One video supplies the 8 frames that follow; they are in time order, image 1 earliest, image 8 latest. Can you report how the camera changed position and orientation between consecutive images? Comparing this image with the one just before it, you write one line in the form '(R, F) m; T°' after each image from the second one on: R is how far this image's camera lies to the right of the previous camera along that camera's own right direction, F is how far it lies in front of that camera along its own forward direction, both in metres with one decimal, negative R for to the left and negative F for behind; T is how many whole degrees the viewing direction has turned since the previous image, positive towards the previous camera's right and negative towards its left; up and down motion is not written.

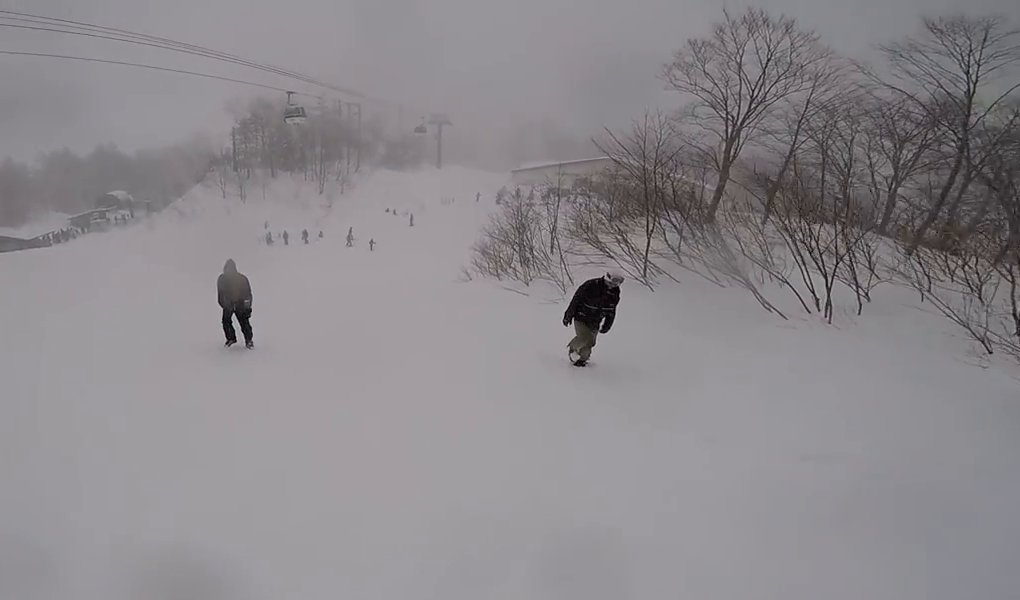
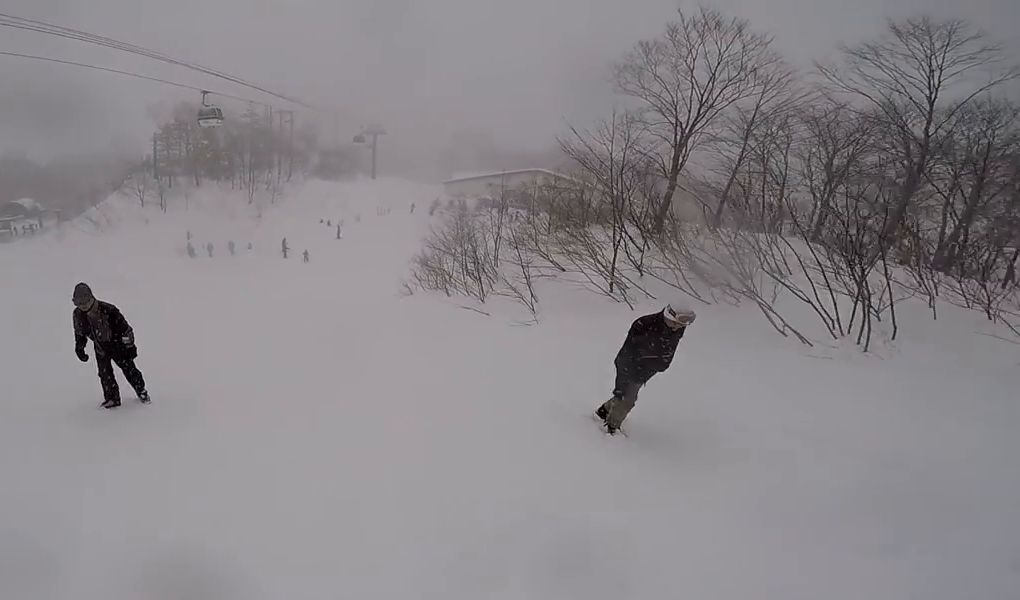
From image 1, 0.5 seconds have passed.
(-0.1, +2.6) m; +2°
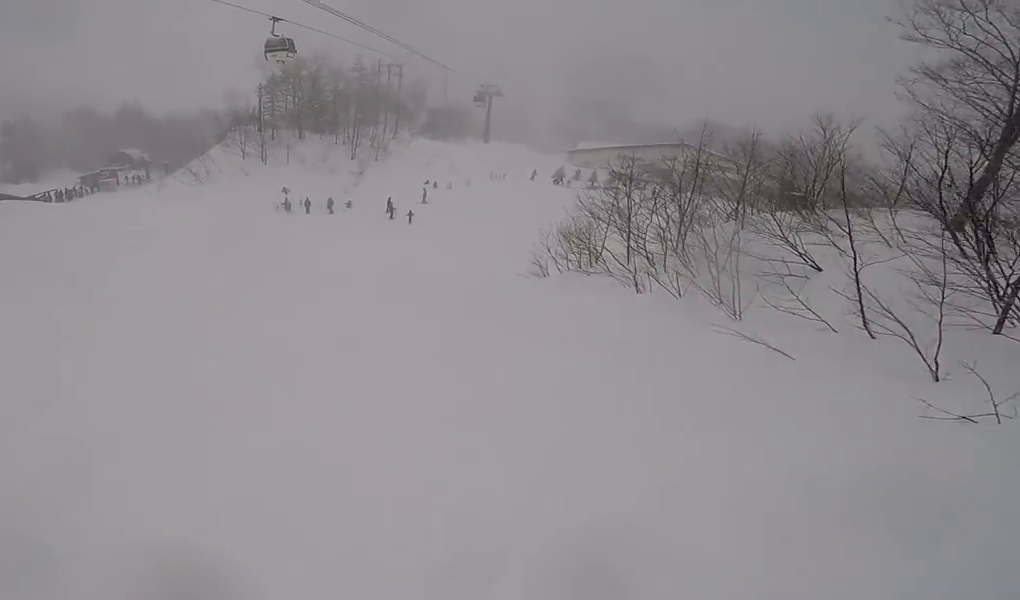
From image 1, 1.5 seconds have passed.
(+0.3, +6.6) m; +8°
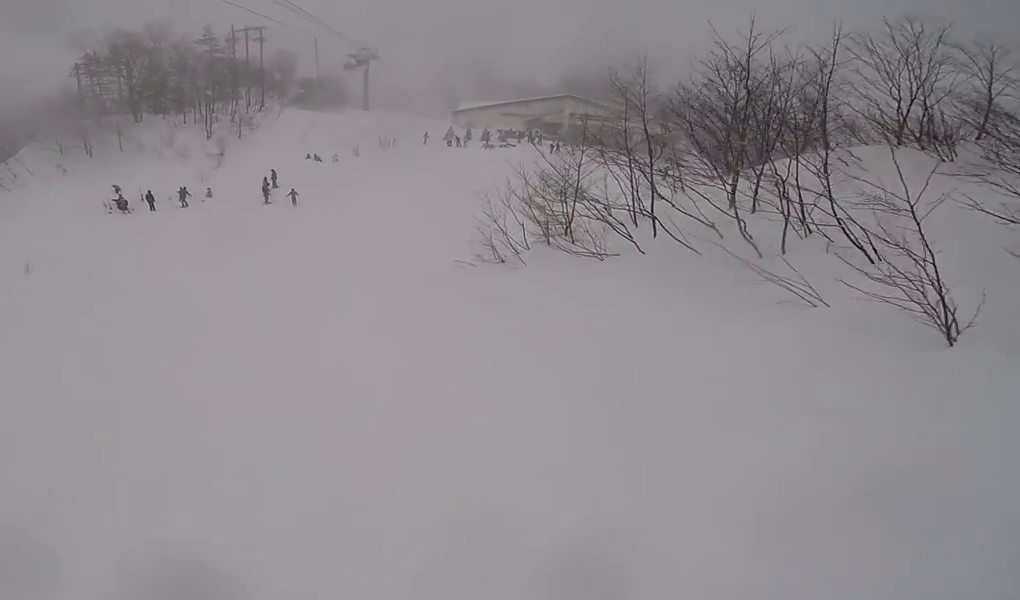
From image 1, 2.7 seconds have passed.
(+0.5, +9.8) m; -2°
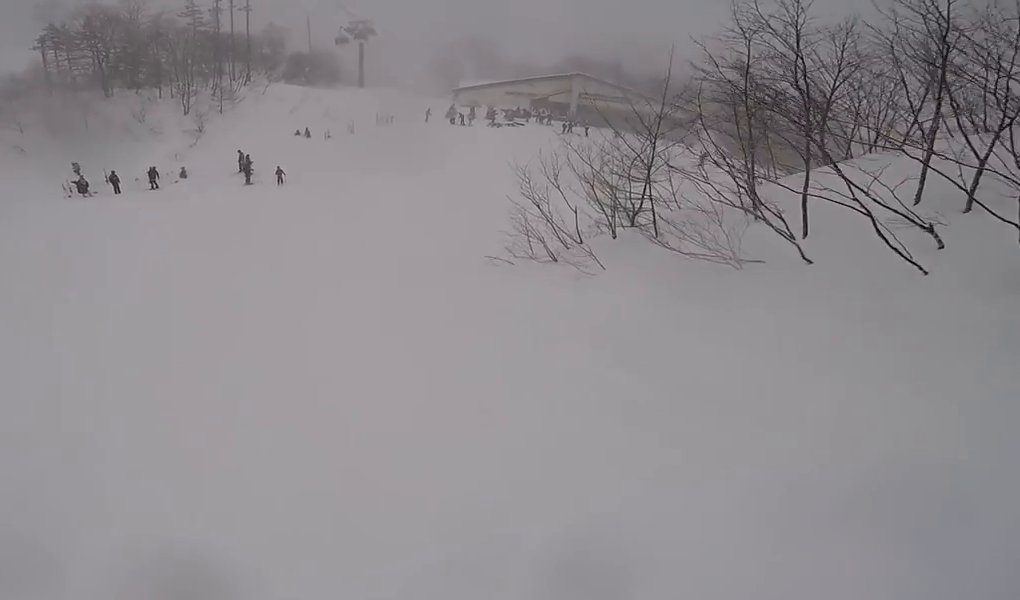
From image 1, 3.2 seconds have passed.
(-0.5, +4.4) m; +1°
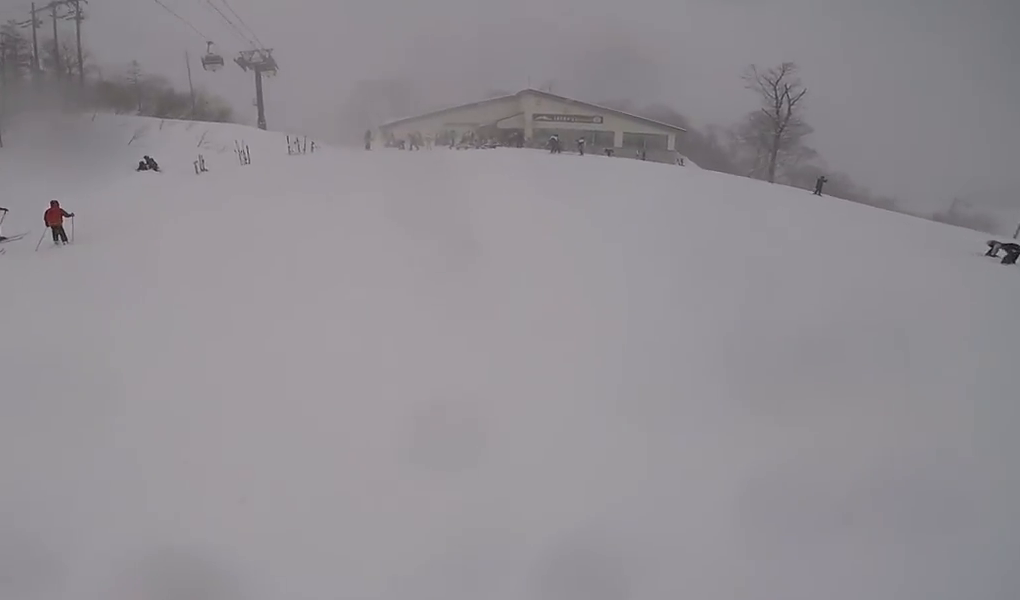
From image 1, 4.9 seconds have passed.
(+2.2, +16.1) m; +16°
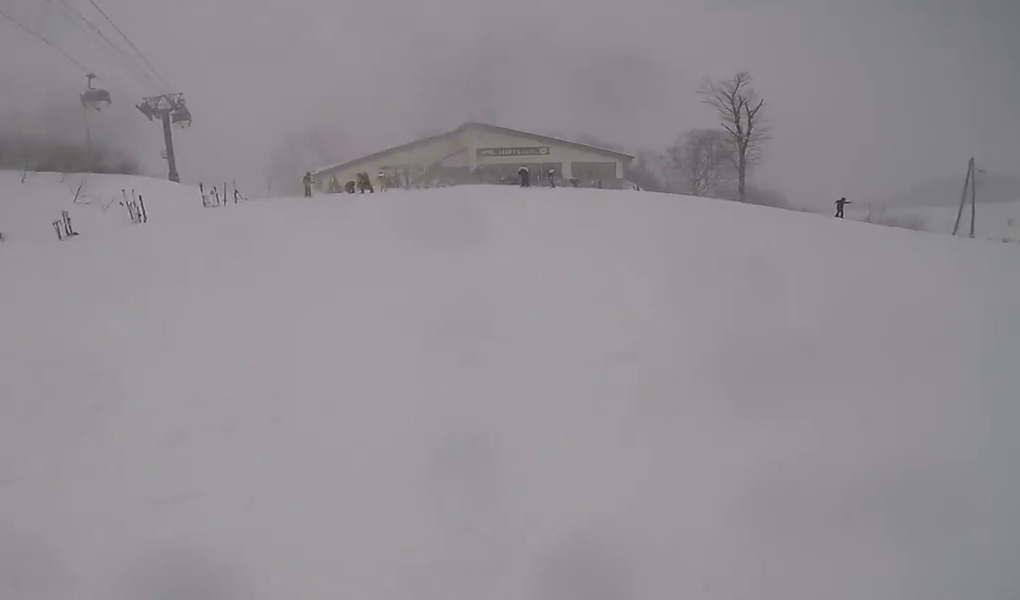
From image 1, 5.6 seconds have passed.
(+0.5, +6.1) m; +2°
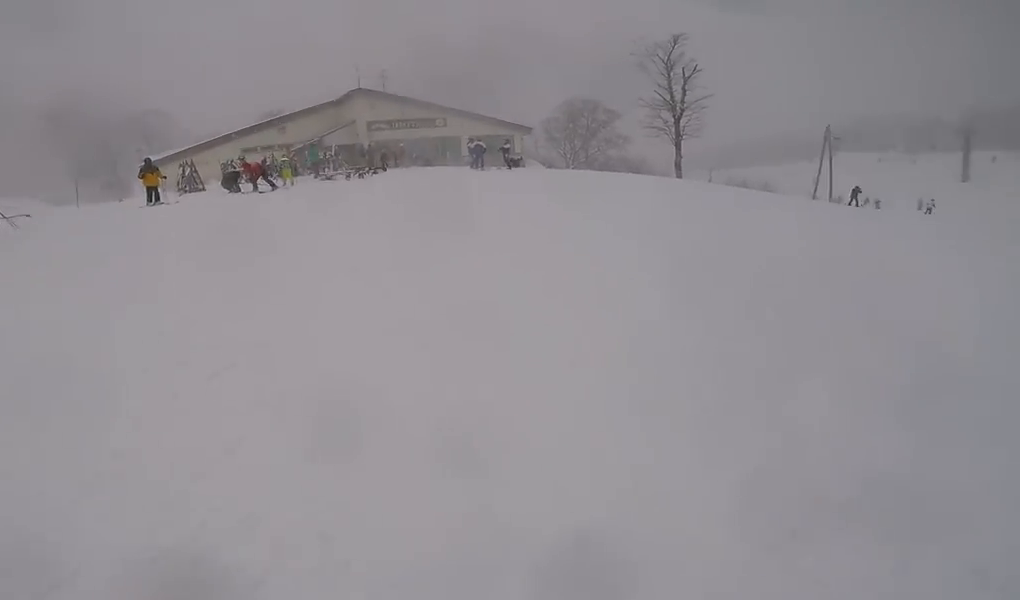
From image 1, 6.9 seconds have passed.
(-0.1, +9.1) m; +8°
